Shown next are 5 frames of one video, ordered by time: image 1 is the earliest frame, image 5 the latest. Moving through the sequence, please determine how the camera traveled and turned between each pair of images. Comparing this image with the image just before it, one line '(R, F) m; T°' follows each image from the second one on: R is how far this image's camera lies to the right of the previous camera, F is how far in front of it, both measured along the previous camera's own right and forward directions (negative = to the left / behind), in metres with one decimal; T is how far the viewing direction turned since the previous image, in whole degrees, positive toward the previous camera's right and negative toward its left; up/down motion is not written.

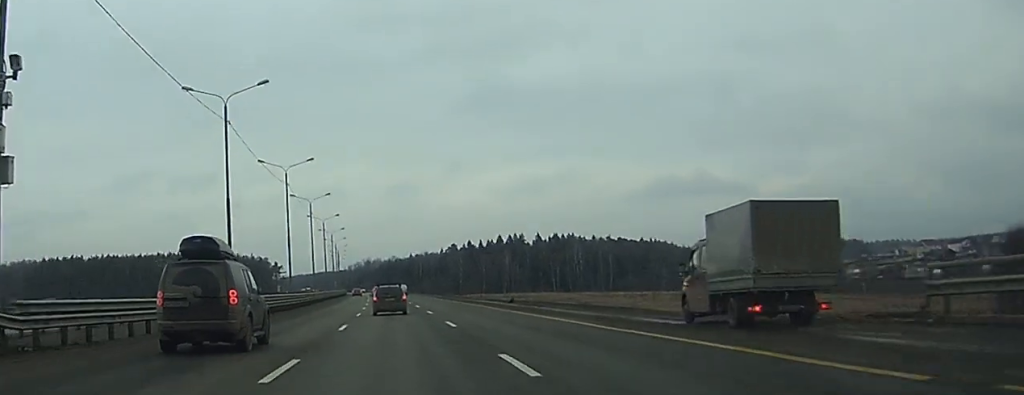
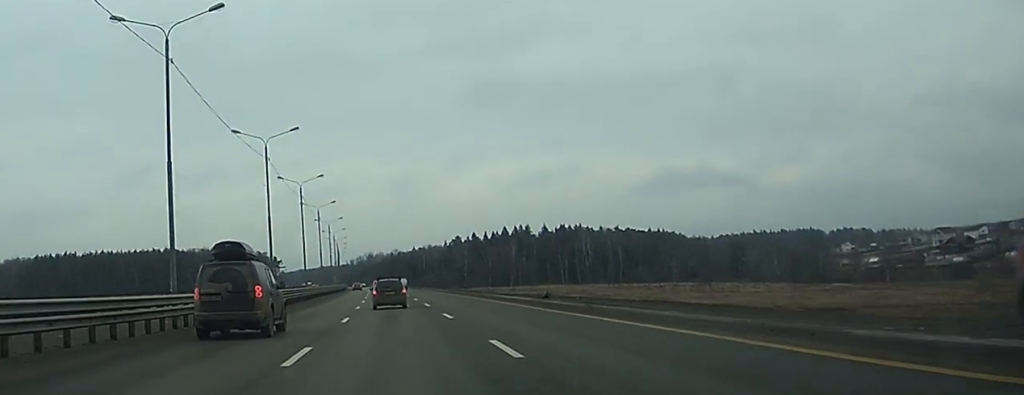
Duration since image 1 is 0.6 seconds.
(0.0, +14.6) m; 0°
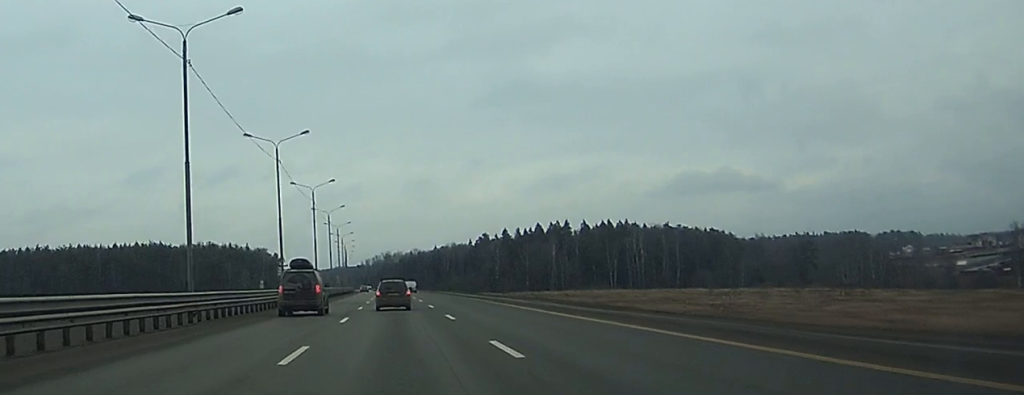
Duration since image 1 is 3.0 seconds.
(-0.6, +62.9) m; -1°
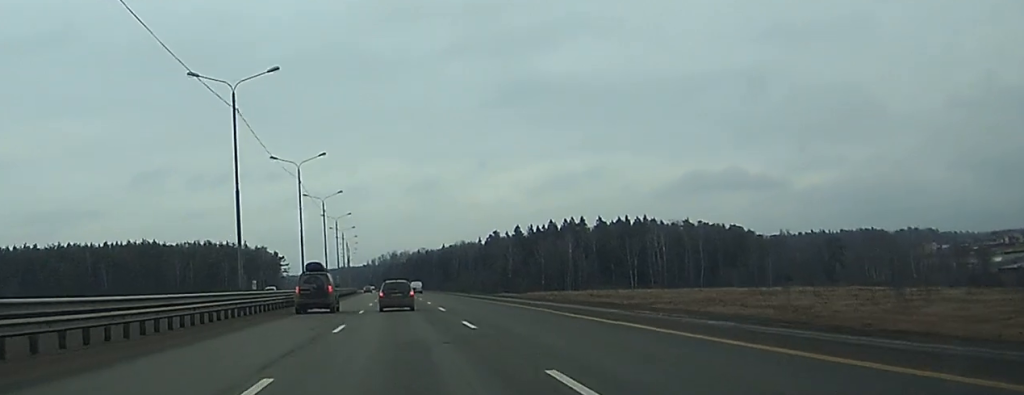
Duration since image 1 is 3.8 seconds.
(0.0, +22.2) m; 0°
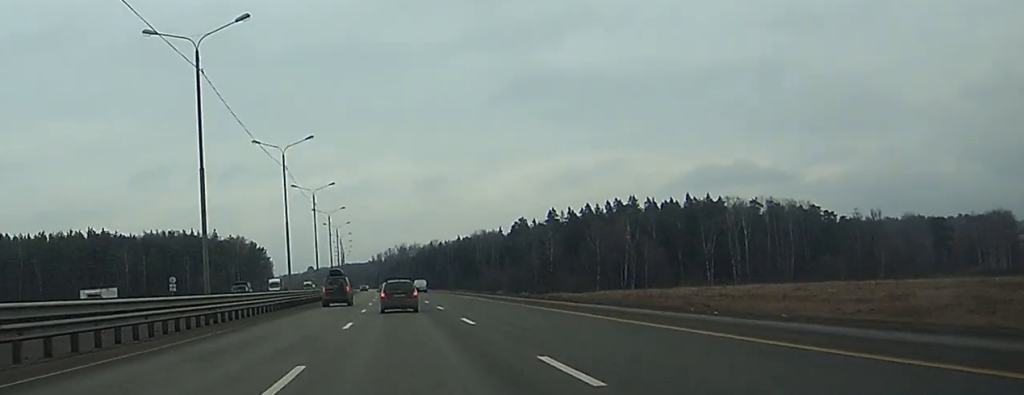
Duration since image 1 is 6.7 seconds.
(-0.4, +77.5) m; -1°
